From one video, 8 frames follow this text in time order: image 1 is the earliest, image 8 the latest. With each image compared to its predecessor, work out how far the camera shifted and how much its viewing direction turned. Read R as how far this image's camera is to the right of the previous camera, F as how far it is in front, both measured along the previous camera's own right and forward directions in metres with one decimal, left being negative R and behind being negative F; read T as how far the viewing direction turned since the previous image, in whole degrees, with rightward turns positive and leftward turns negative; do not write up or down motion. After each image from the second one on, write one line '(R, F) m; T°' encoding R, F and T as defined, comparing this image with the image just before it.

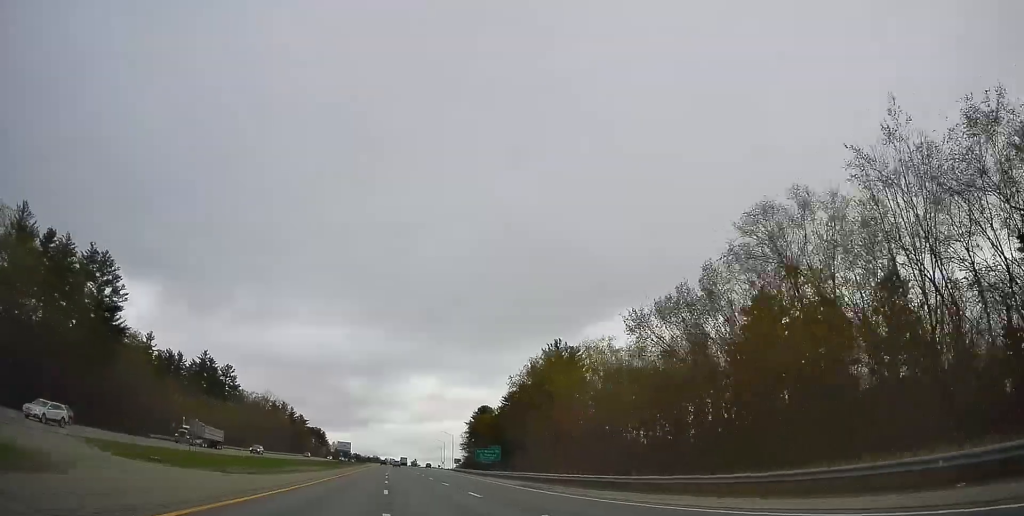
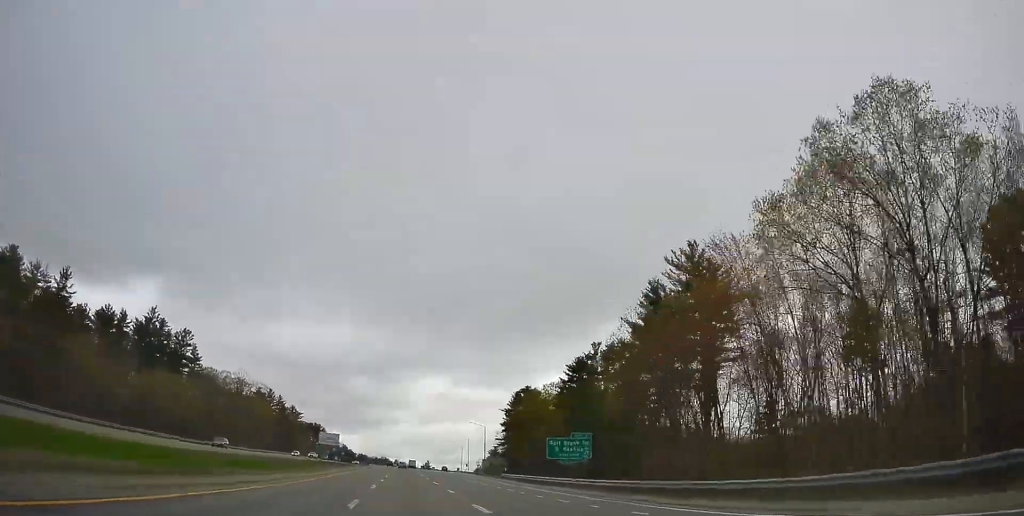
(+0.7, +55.7) m; +1°
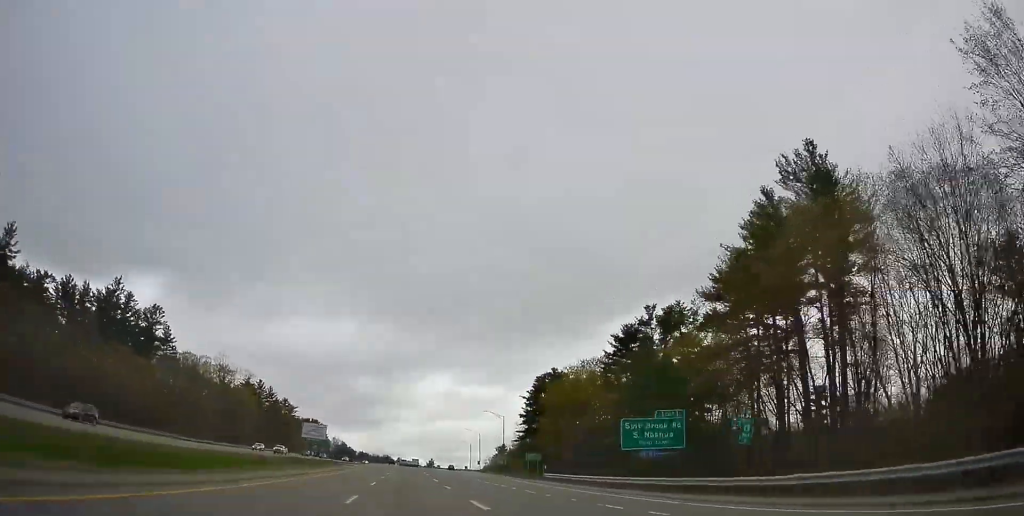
(+0.2, +23.2) m; 0°
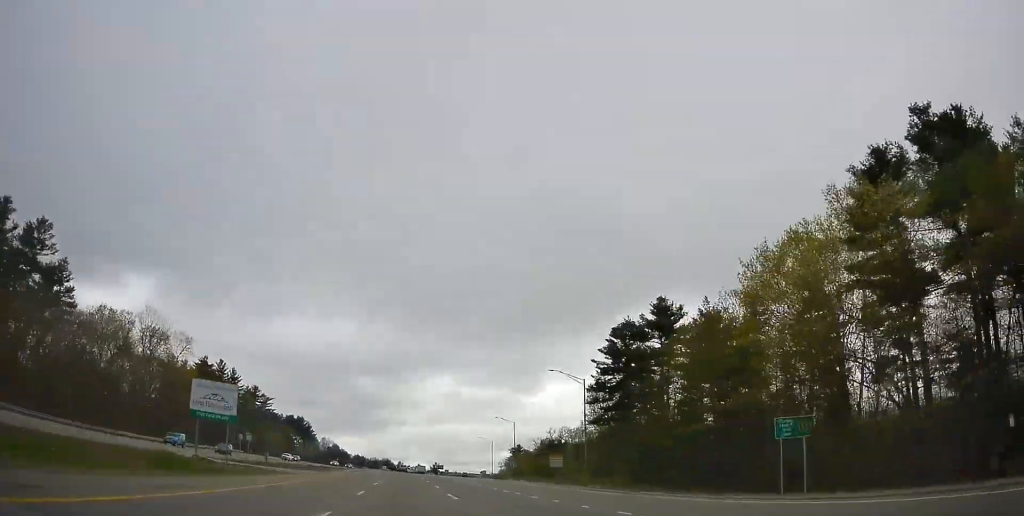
(-1.2, +54.2) m; -1°
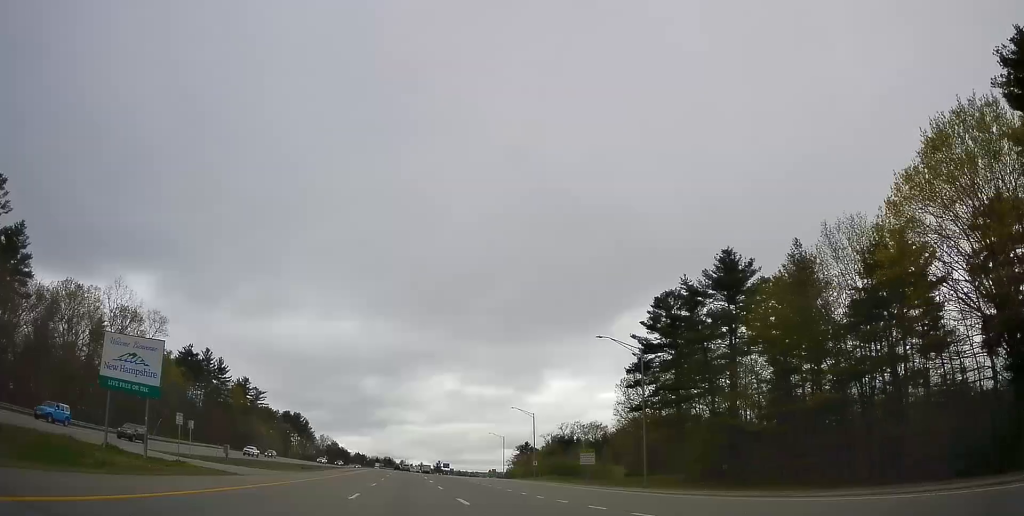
(+0.1, +16.1) m; 0°
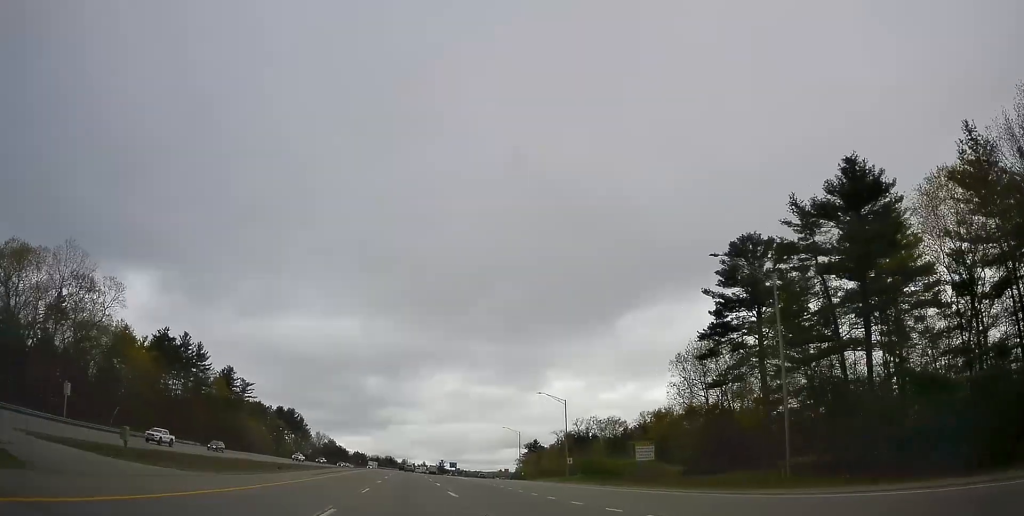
(+0.2, +19.7) m; 0°
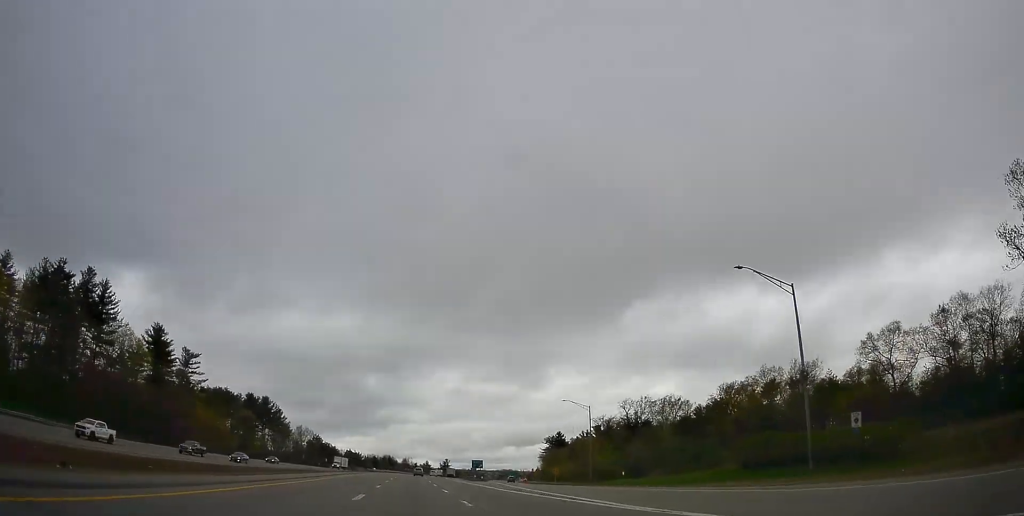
(+0.2, +51.9) m; 0°
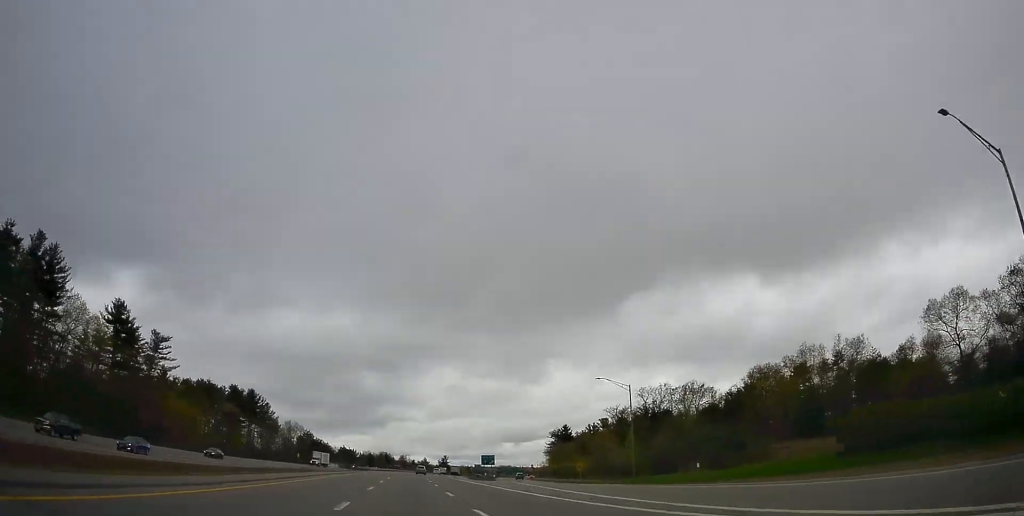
(0.0, +16.7) m; 0°
